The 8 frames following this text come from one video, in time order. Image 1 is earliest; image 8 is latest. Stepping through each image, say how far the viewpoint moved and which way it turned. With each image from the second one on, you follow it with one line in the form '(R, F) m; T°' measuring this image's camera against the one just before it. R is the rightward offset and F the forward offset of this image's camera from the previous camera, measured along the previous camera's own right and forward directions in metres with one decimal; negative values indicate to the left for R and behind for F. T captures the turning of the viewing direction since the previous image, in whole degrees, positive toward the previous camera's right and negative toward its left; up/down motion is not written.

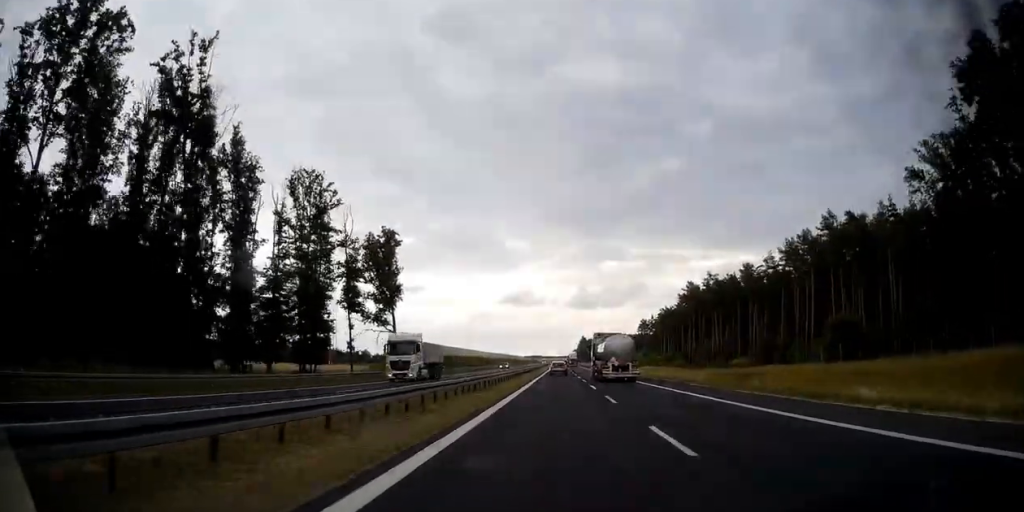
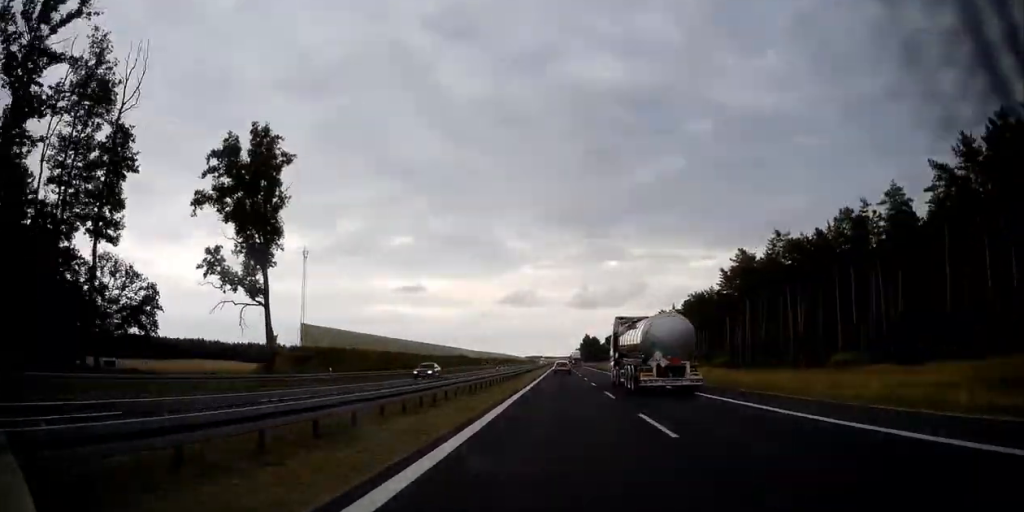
(+0.2, +44.6) m; 0°
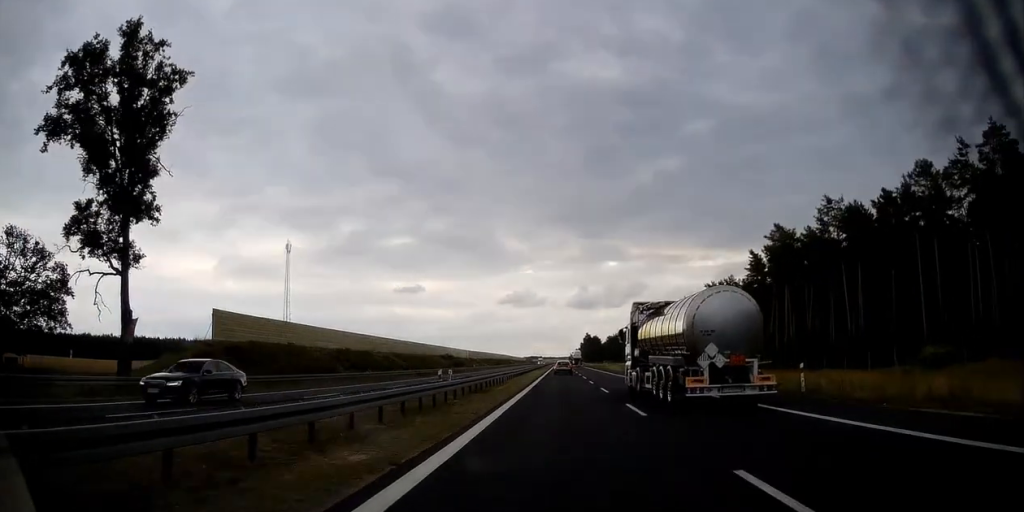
(-0.1, +20.2) m; 0°
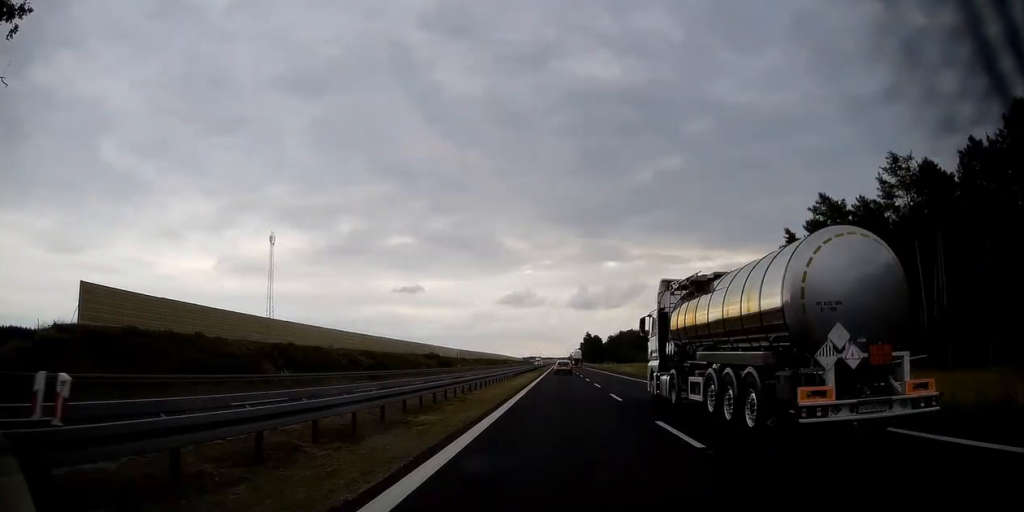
(0.0, +17.7) m; 0°
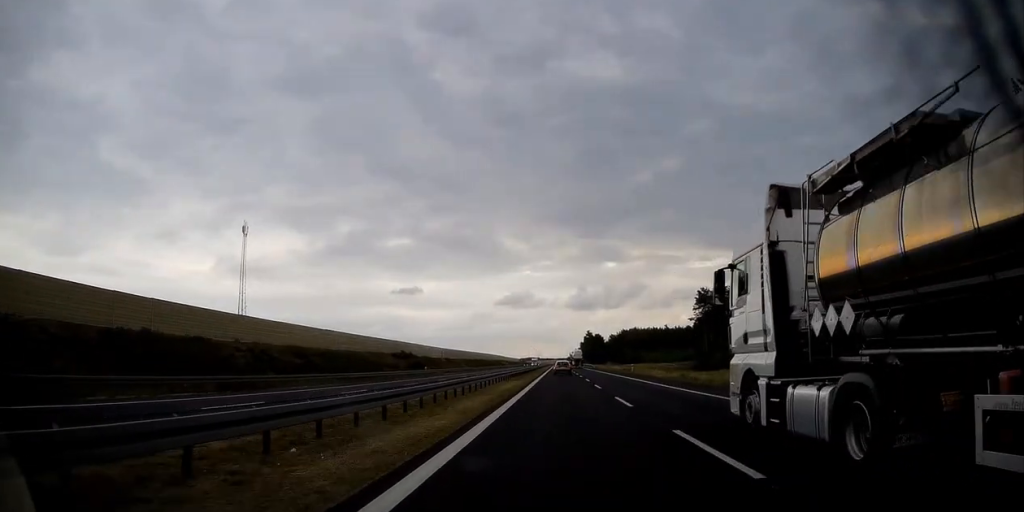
(-0.2, +25.6) m; 0°
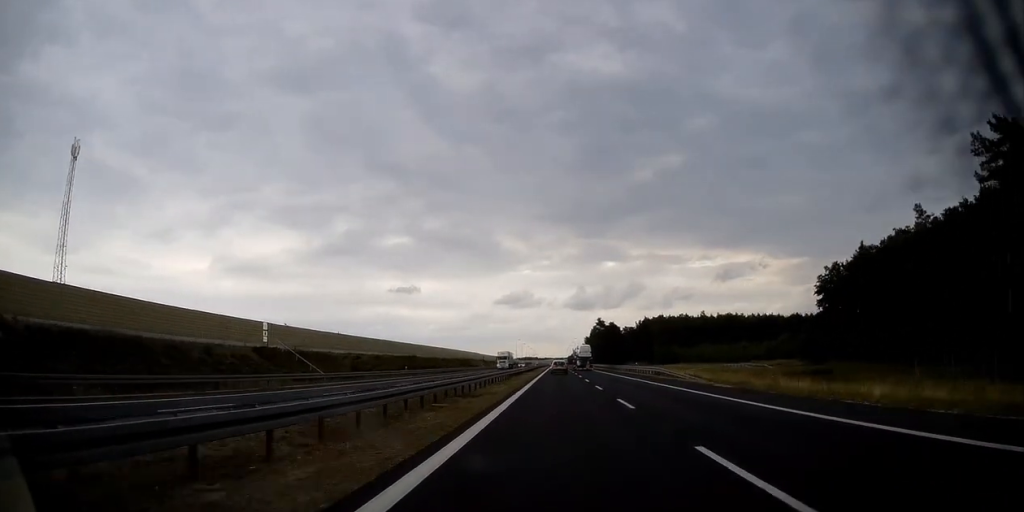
(+1.0, +110.1) m; +1°
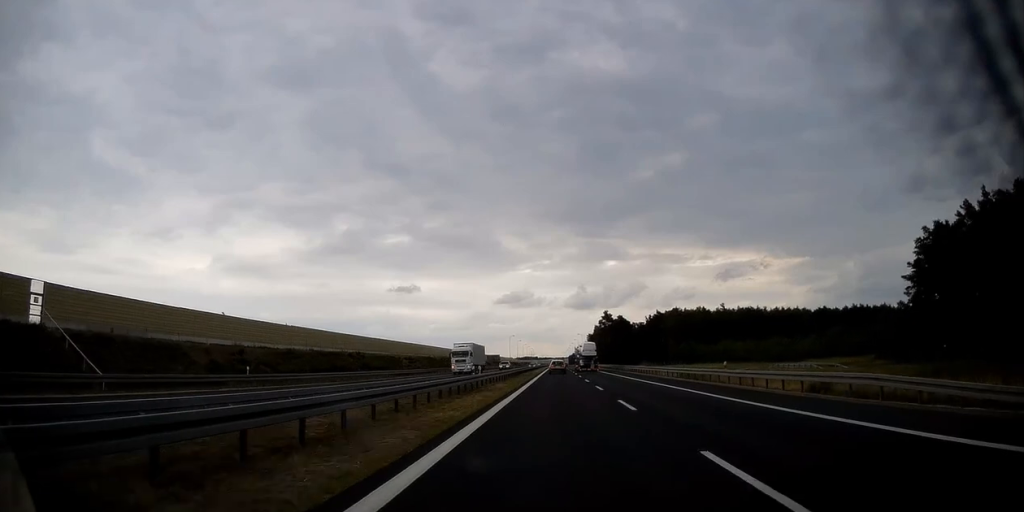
(+0.2, +36.9) m; 0°
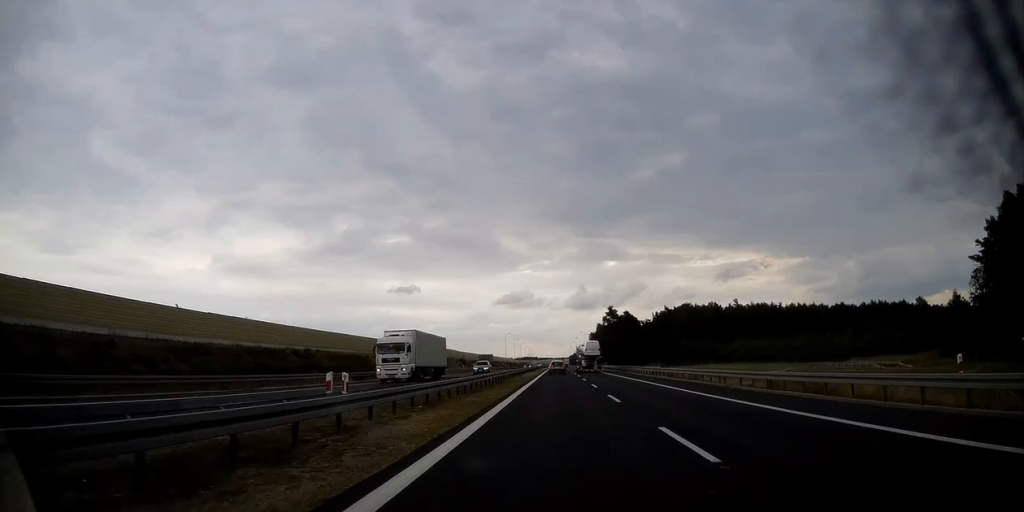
(+0.2, +20.3) m; 0°
